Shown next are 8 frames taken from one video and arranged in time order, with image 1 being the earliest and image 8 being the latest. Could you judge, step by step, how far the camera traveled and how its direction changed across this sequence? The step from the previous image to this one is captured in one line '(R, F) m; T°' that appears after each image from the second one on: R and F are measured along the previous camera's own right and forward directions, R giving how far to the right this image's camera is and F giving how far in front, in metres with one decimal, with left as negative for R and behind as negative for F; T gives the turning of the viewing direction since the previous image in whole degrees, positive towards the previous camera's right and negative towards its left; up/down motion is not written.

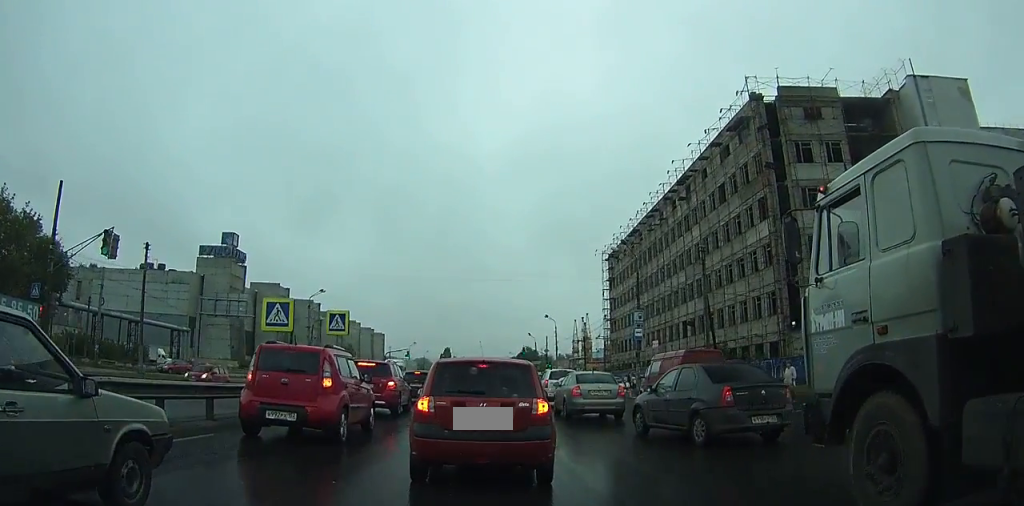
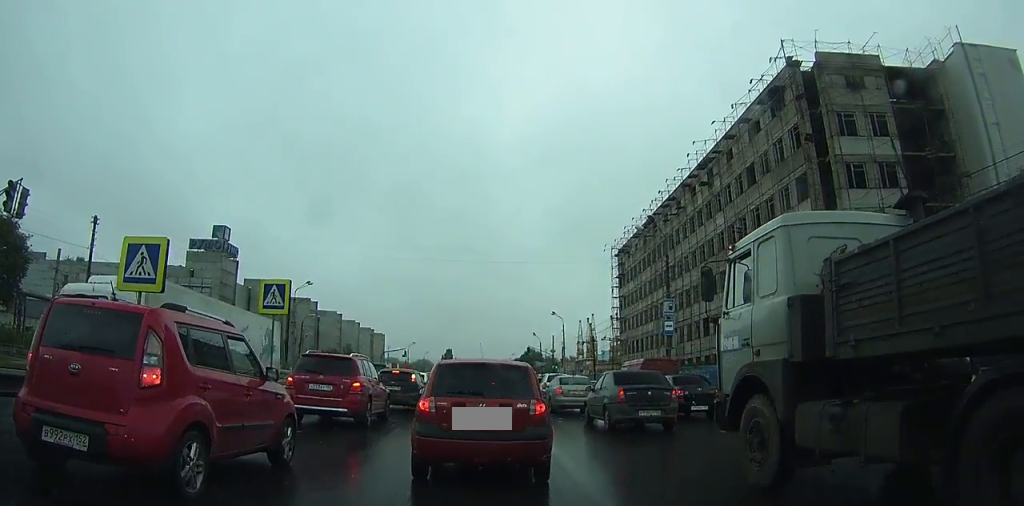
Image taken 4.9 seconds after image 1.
(+0.5, +6.9) m; +4°
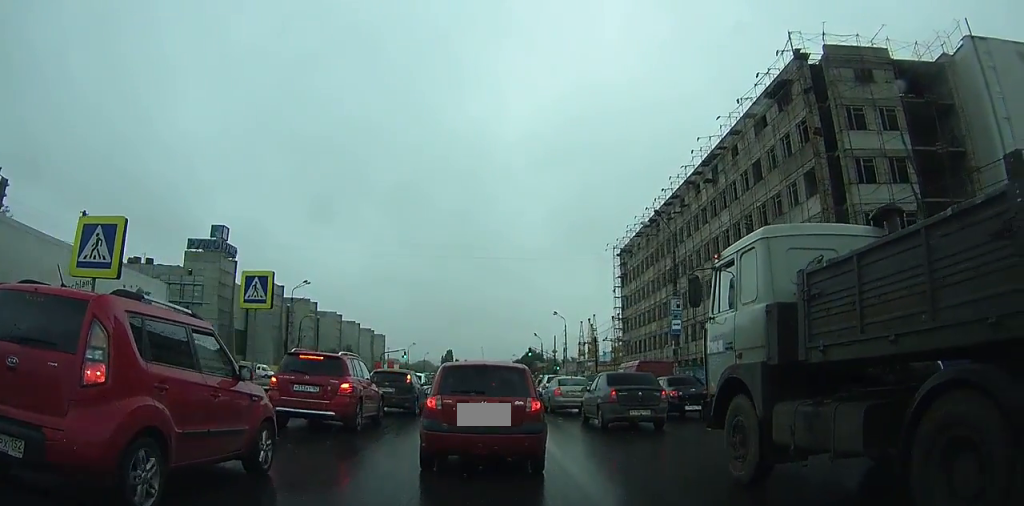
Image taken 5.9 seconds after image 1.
(0.0, +1.5) m; -2°
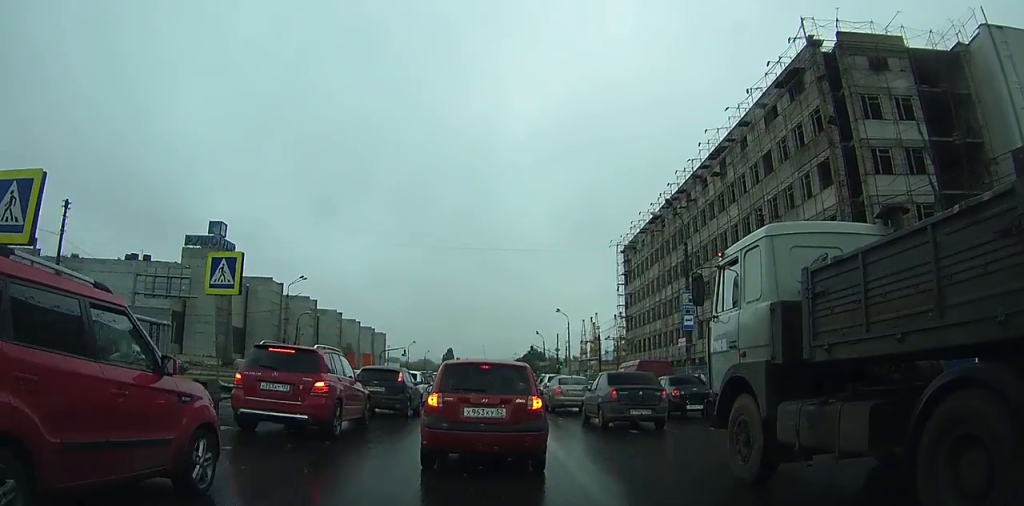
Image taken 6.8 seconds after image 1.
(0.0, +1.5) m; -2°
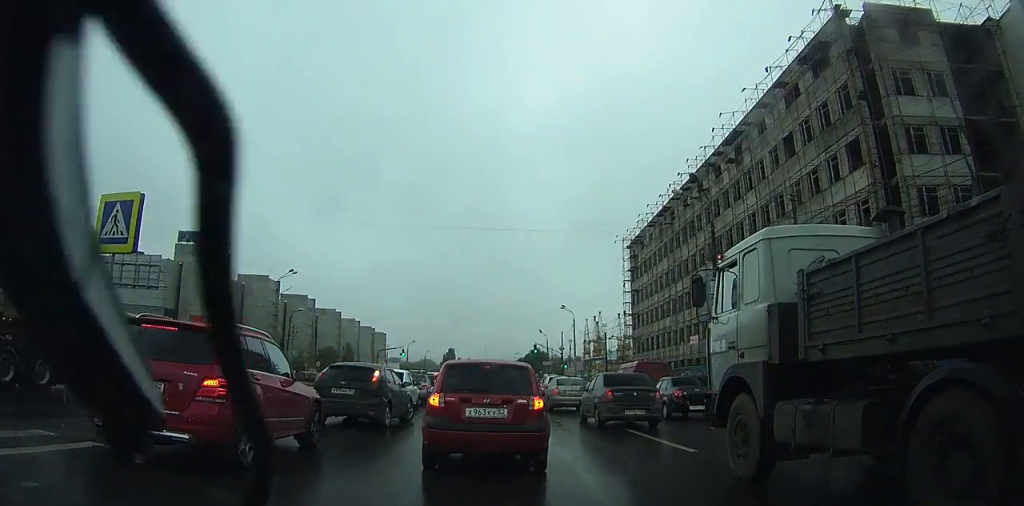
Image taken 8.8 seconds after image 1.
(-0.2, +3.3) m; -2°
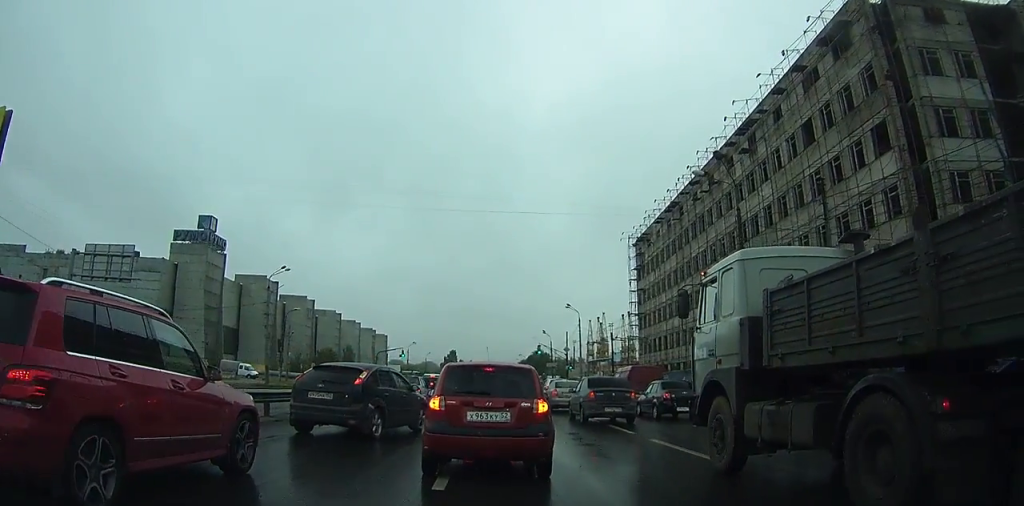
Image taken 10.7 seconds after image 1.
(0.0, +2.9) m; -1°
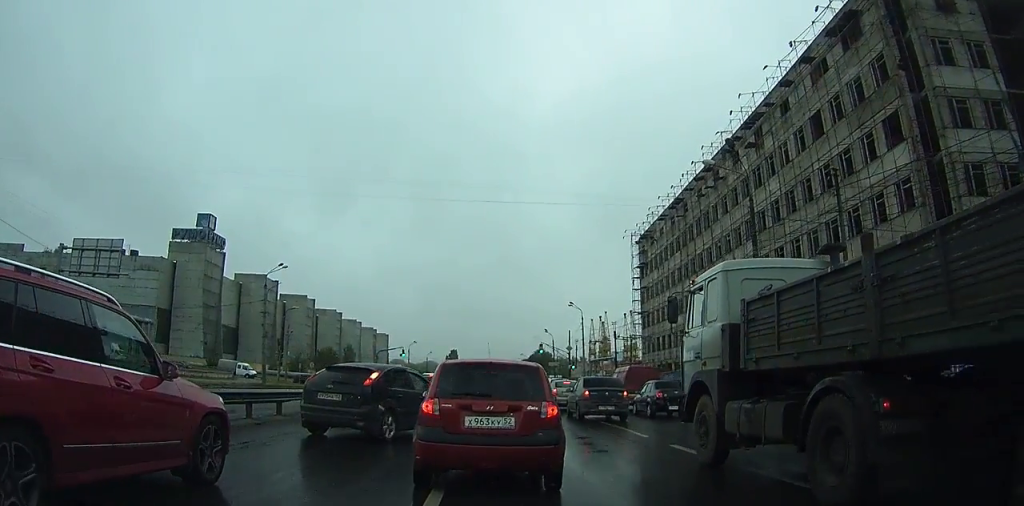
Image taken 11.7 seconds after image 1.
(0.0, +1.2) m; -2°
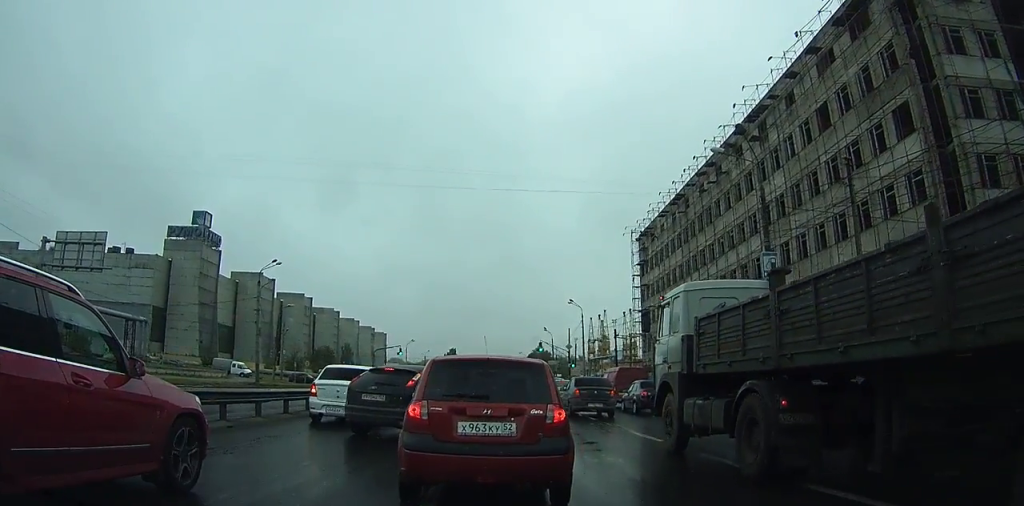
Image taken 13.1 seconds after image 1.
(0.0, +1.5) m; -3°
